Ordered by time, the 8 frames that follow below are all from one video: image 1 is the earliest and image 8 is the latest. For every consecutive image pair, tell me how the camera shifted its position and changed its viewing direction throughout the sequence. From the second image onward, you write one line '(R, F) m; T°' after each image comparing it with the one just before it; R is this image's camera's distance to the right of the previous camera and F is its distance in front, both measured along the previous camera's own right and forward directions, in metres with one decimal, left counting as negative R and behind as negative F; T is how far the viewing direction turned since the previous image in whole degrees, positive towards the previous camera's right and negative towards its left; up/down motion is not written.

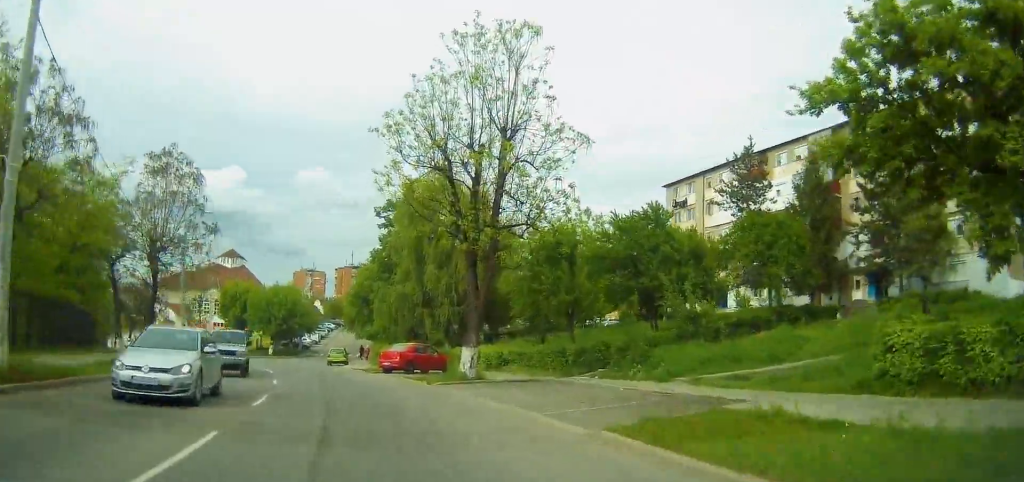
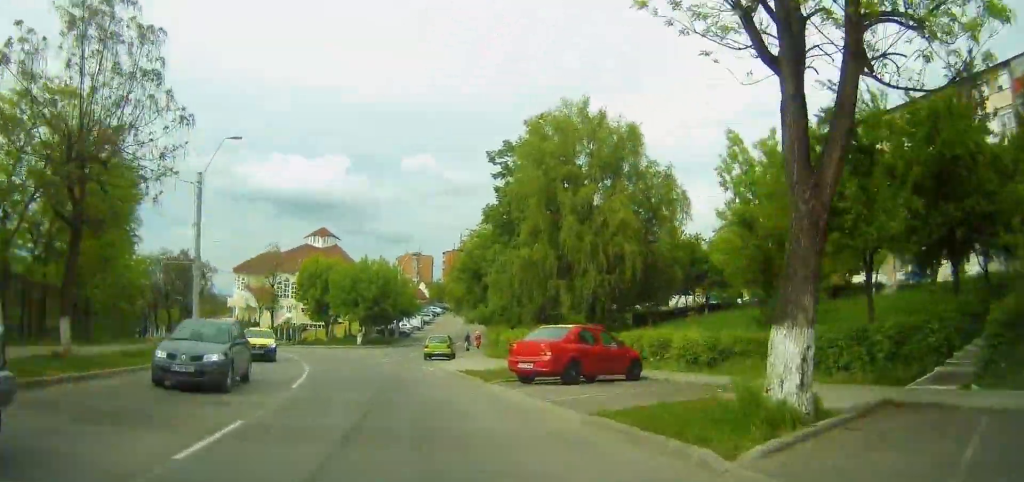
(-0.6, +15.7) m; -6°
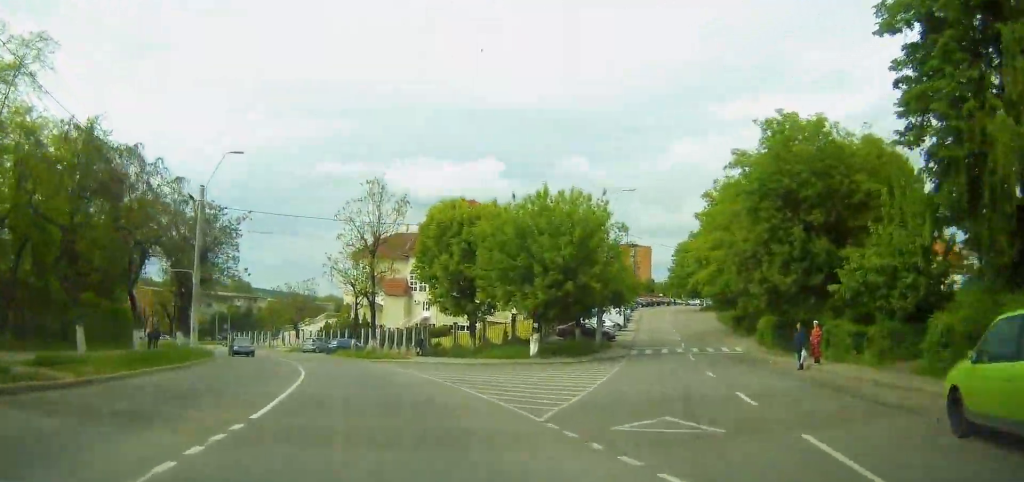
(-4.6, +33.9) m; -16°
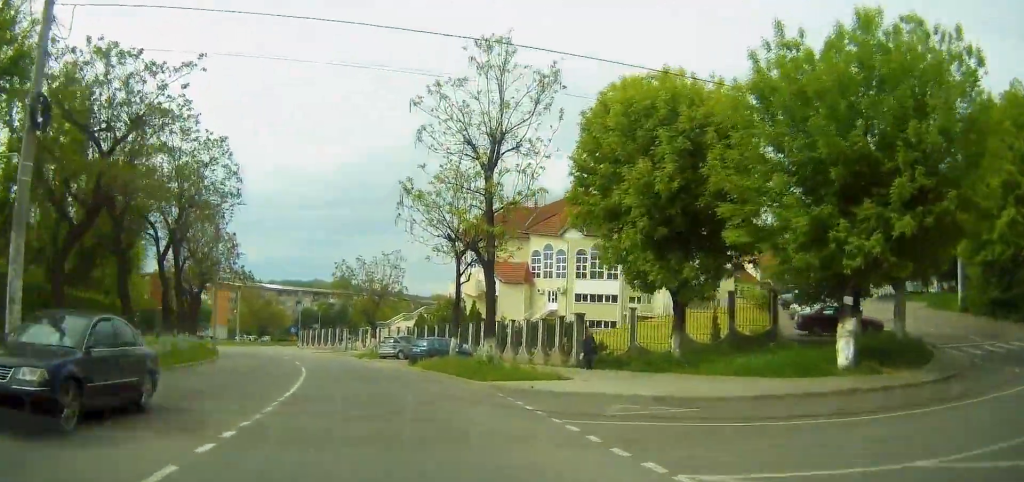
(-1.9, +21.5) m; -10°
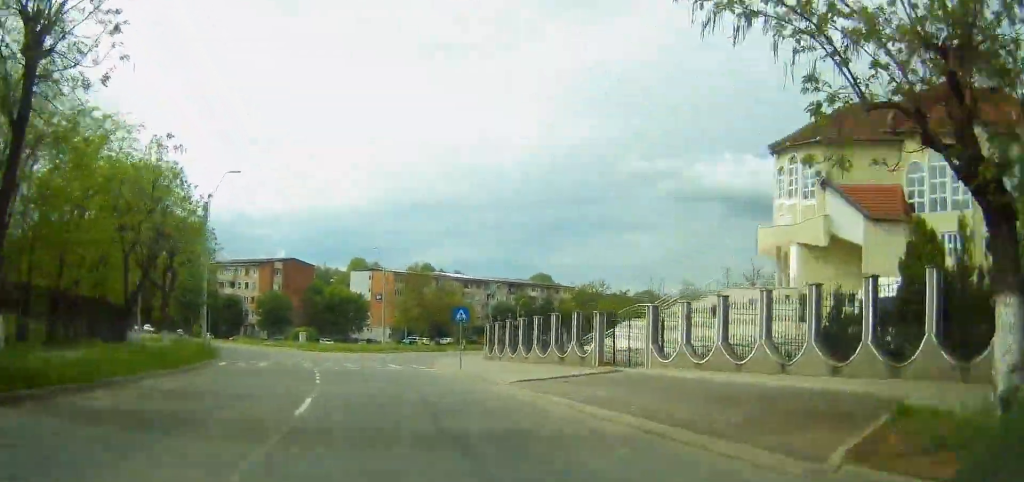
(-4.4, +41.5) m; -9°
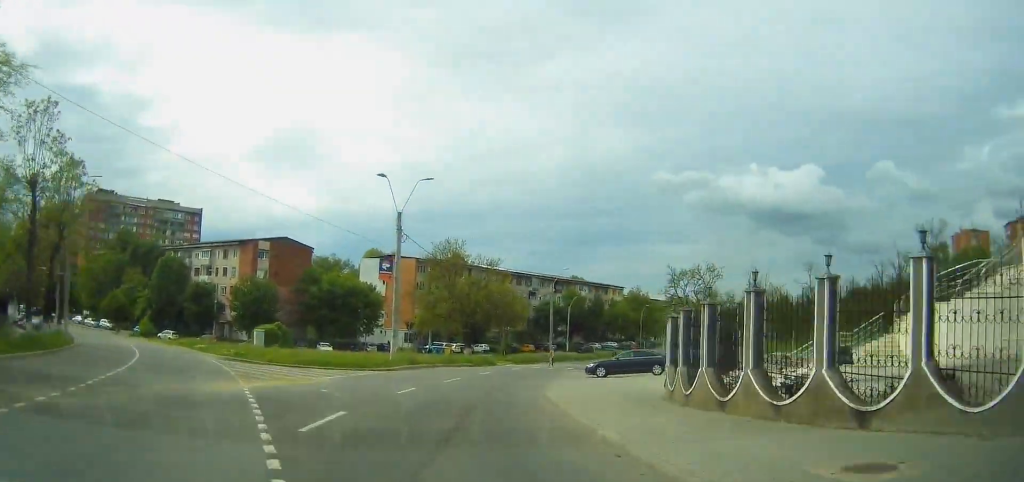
(-1.5, +29.2) m; -1°
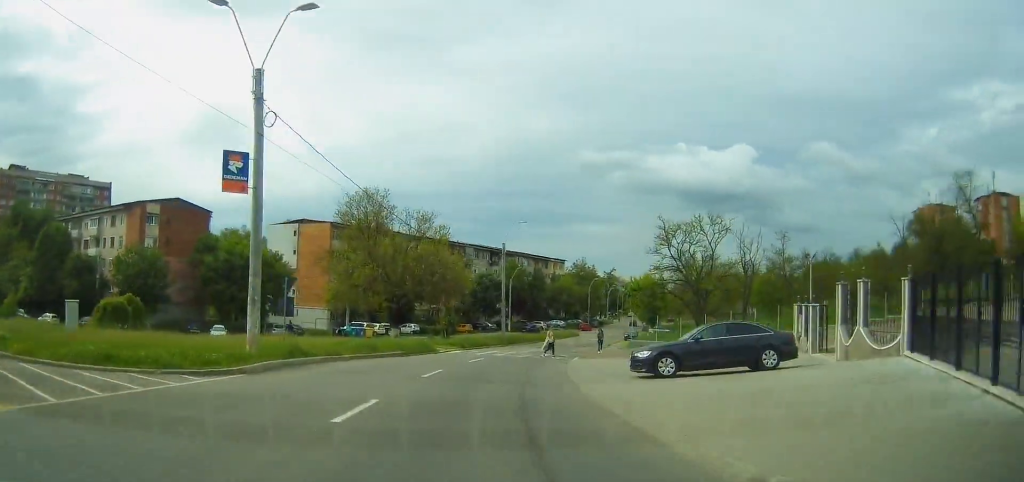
(+0.7, +17.1) m; +6°
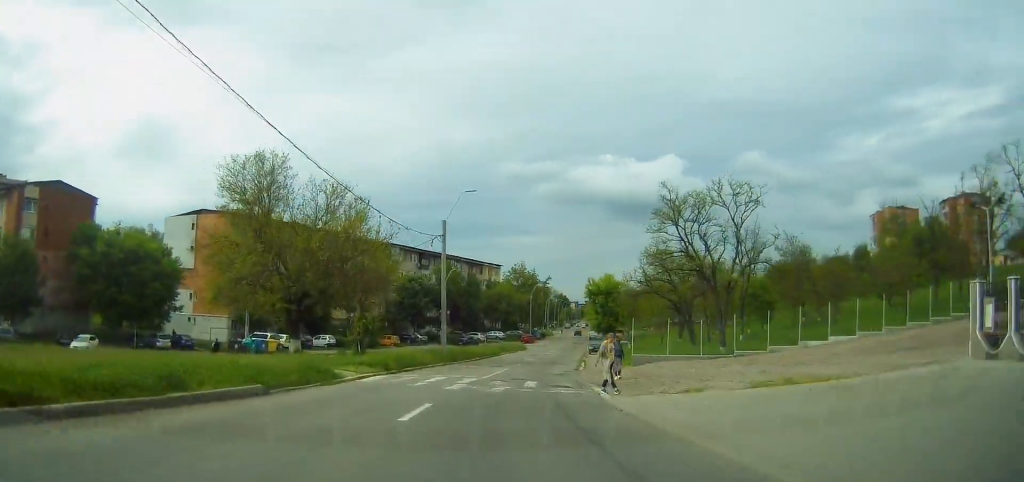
(+1.1, +16.7) m; +7°
